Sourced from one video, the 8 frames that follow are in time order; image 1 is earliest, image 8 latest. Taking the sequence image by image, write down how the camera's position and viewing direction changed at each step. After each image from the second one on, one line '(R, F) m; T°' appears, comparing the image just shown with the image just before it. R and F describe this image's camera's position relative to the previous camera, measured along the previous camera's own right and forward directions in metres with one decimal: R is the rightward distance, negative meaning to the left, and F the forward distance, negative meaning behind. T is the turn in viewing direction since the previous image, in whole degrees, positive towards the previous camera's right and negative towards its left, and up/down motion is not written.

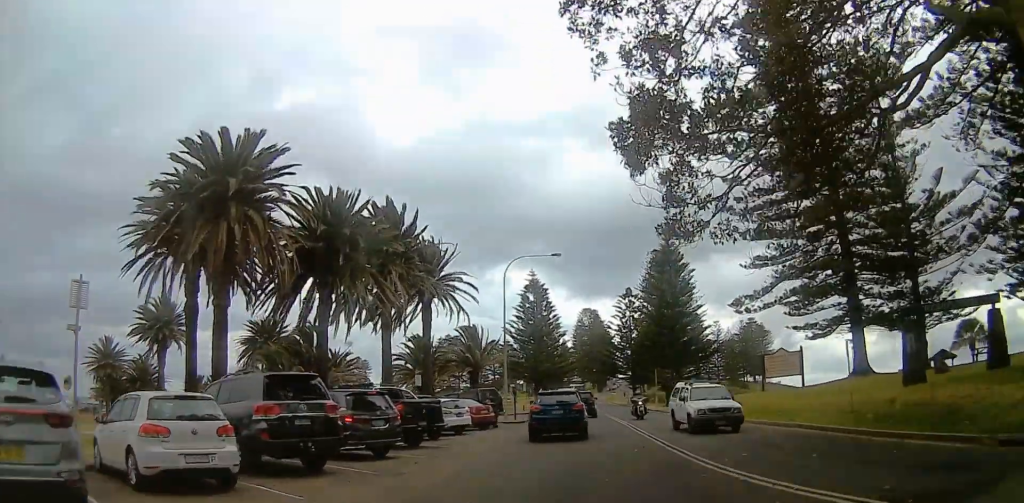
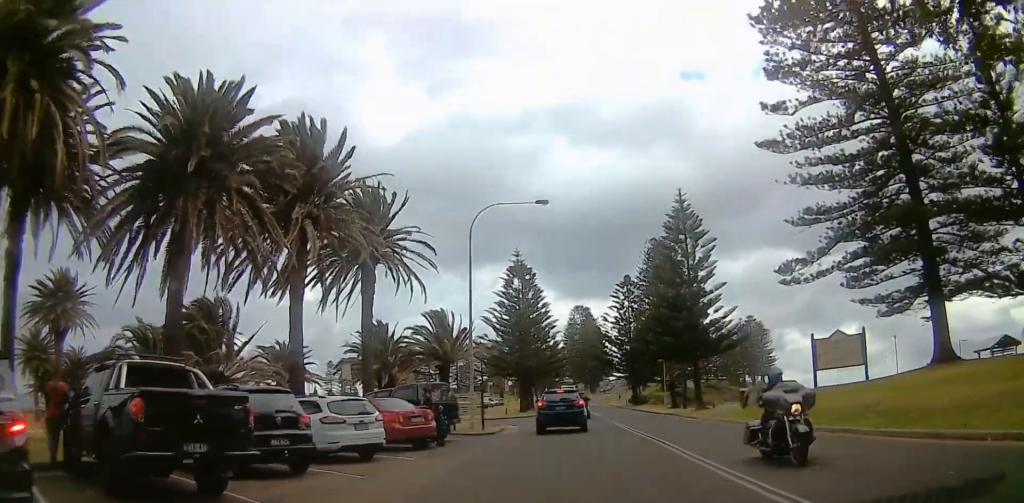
(-1.1, +11.1) m; -2°
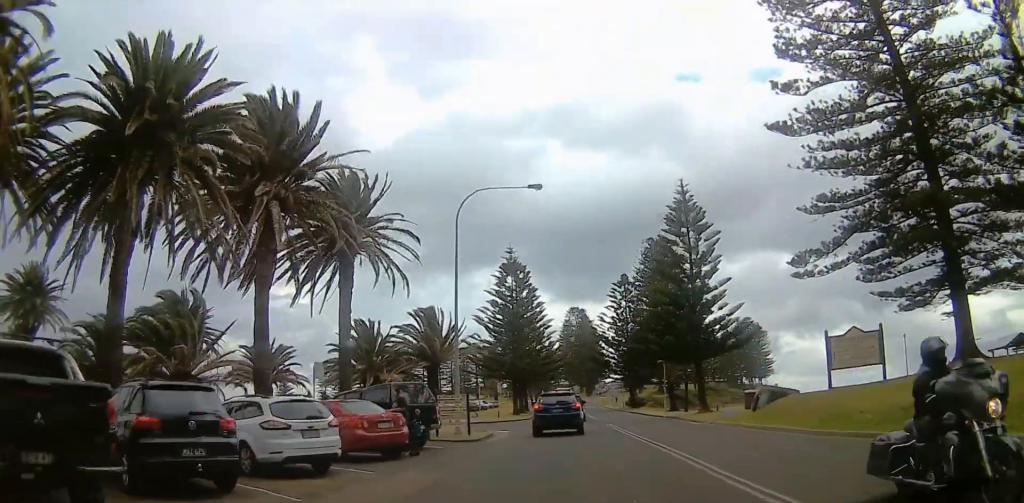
(+0.1, +2.7) m; +3°
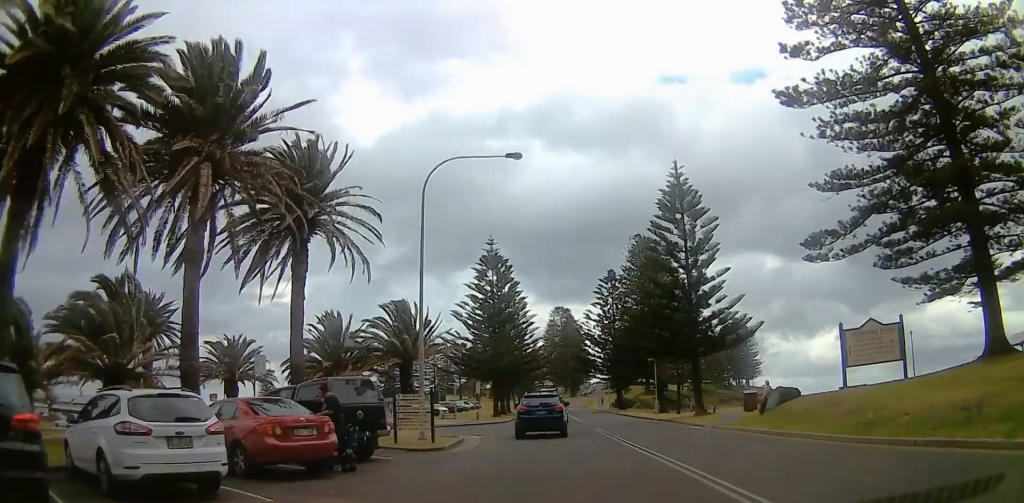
(+0.3, +3.7) m; +4°
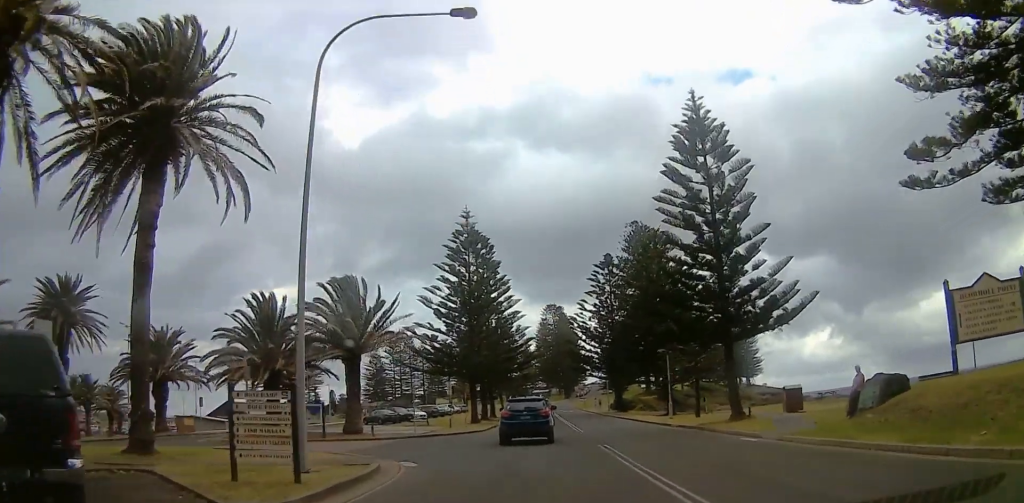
(+0.3, +10.2) m; +2°
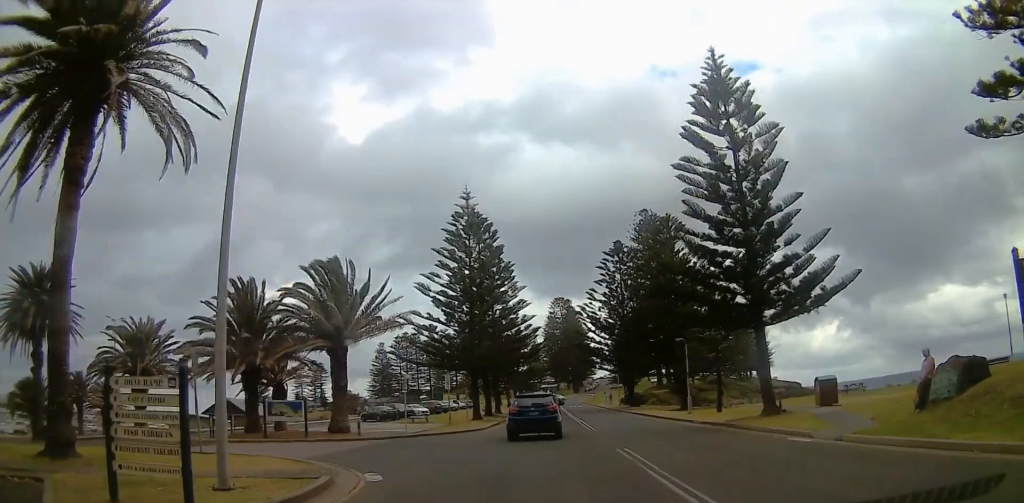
(0.0, +3.9) m; 0°
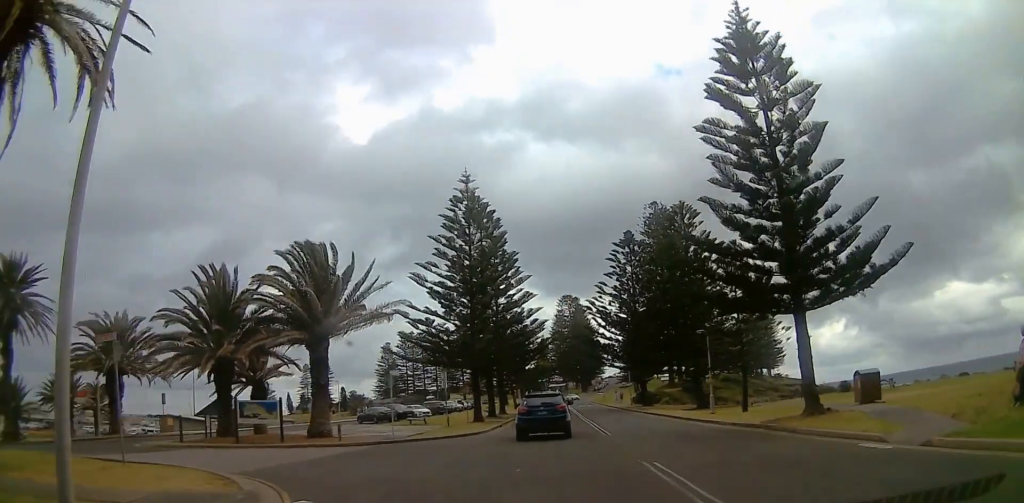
(0.0, +4.3) m; -4°
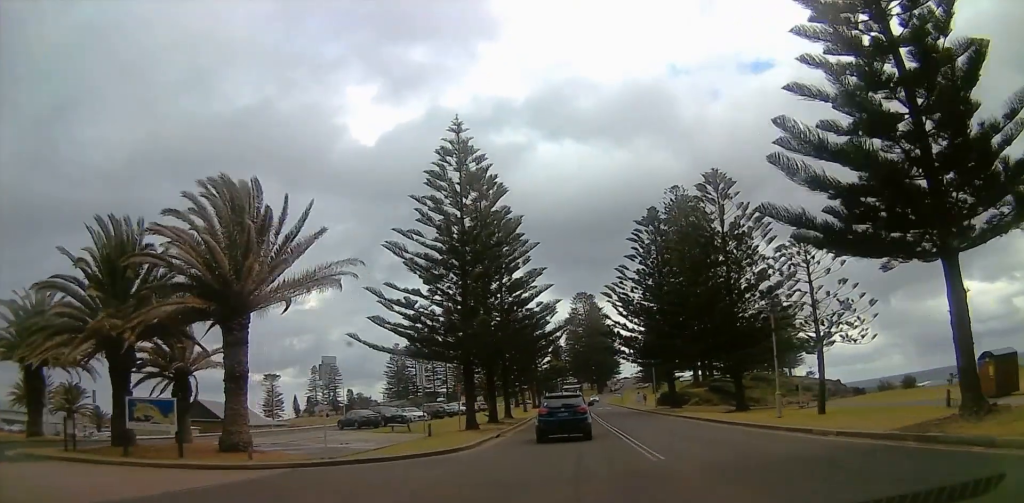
(-1.0, +9.9) m; -8°
